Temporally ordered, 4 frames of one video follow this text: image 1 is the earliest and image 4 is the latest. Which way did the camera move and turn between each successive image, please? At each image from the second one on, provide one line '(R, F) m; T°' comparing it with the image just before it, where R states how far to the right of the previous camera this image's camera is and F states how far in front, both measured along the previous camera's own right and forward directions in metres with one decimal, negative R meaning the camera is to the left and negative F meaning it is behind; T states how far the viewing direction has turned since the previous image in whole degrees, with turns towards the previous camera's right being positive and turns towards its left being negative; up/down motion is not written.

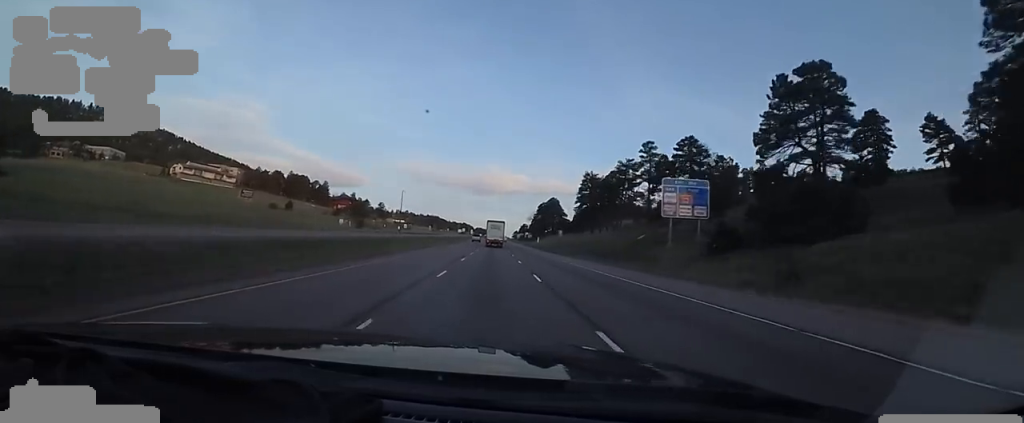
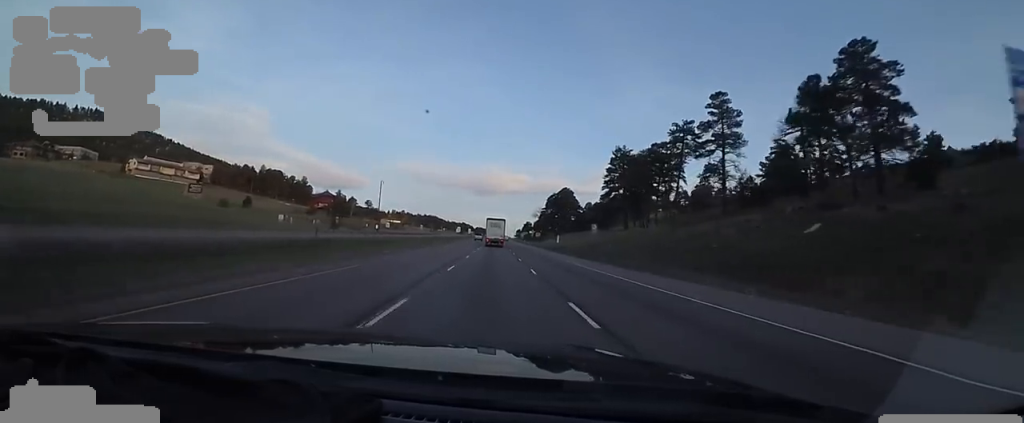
(0.0, +33.8) m; -2°
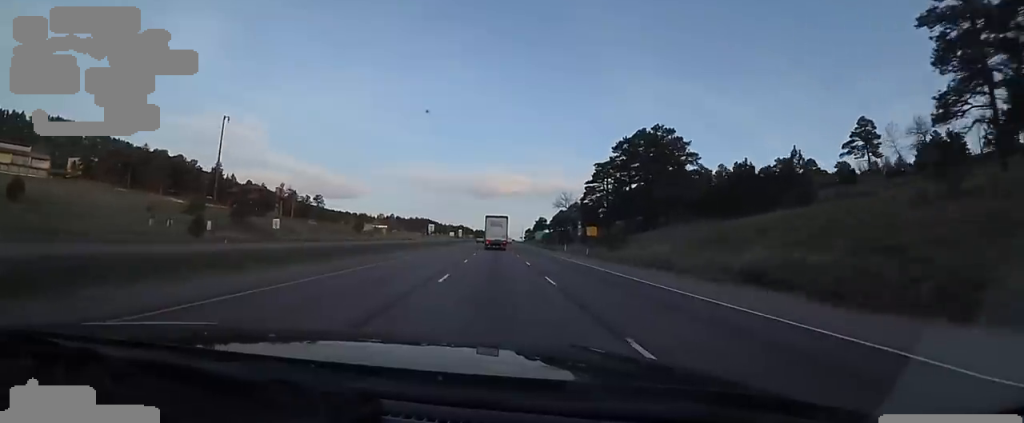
(+0.4, +89.3) m; +1°
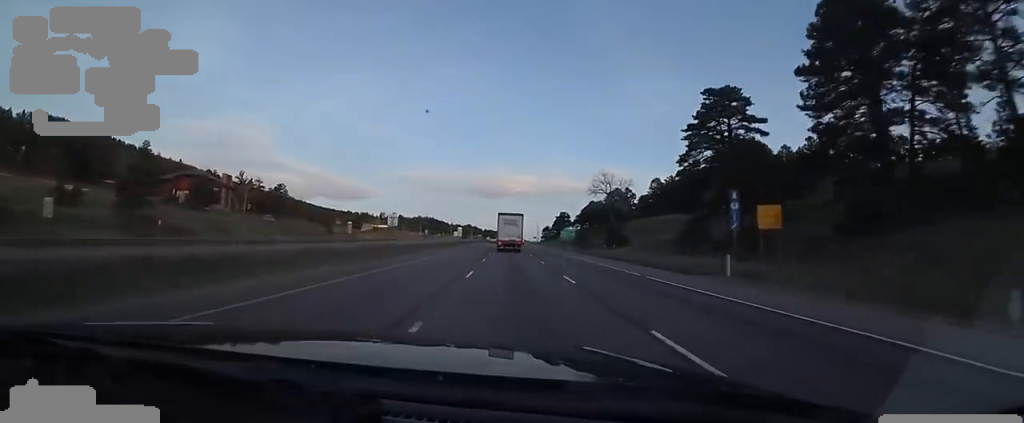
(-1.4, +47.0) m; -1°
